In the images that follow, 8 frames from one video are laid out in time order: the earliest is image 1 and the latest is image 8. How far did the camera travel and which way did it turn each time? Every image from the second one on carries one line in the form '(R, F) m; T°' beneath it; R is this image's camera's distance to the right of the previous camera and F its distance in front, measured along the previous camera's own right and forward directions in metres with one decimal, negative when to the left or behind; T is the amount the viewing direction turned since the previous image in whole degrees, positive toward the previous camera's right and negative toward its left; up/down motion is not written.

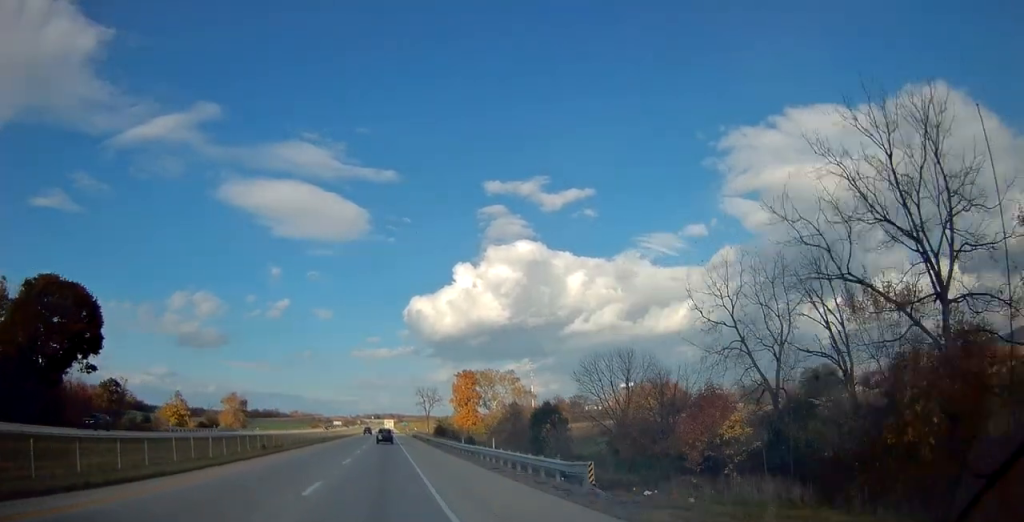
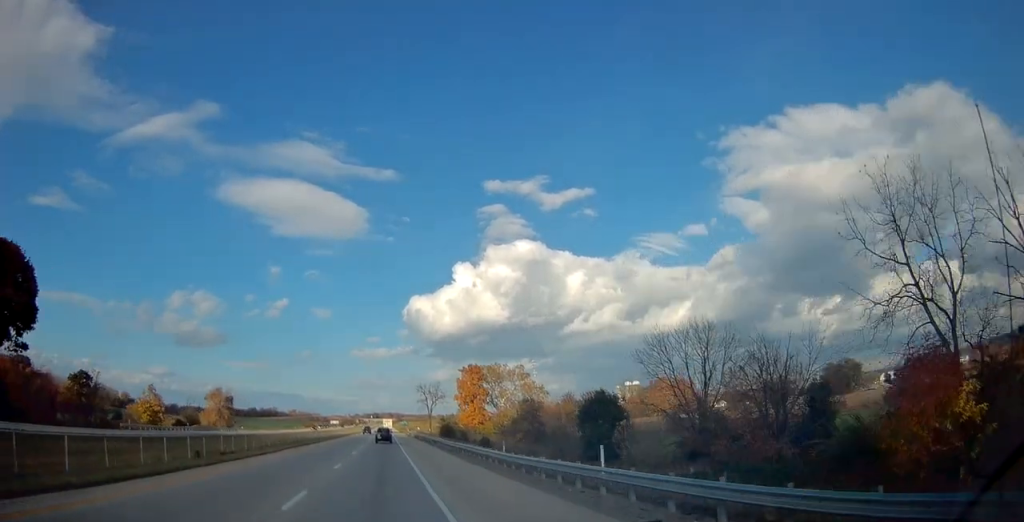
(0.0, +16.1) m; 0°
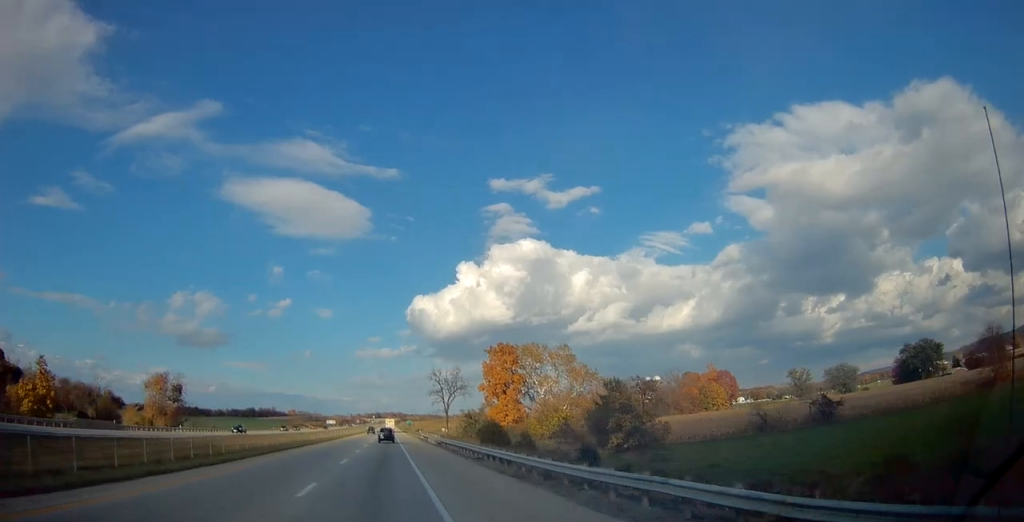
(-0.4, +45.5) m; 0°
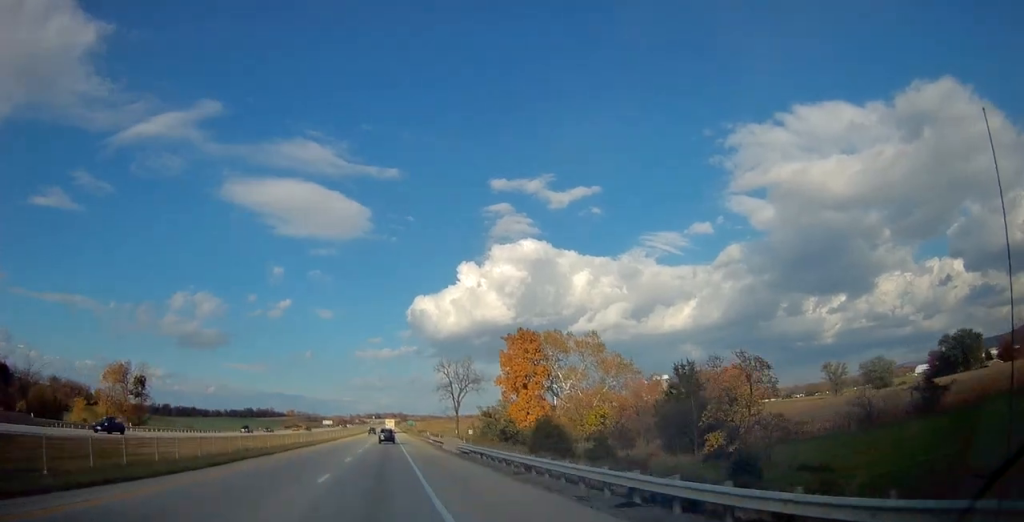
(+0.2, +20.5) m; 0°
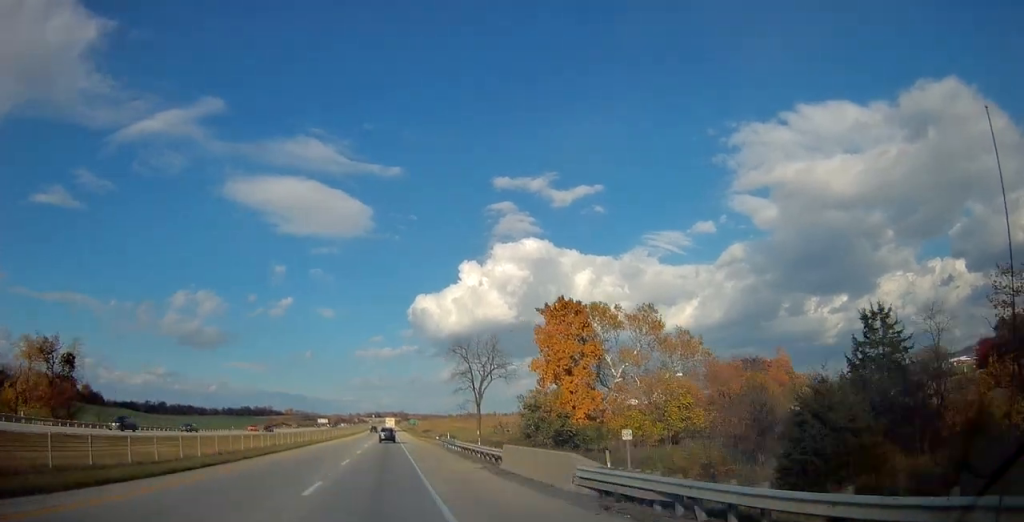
(+0.1, +27.7) m; -1°
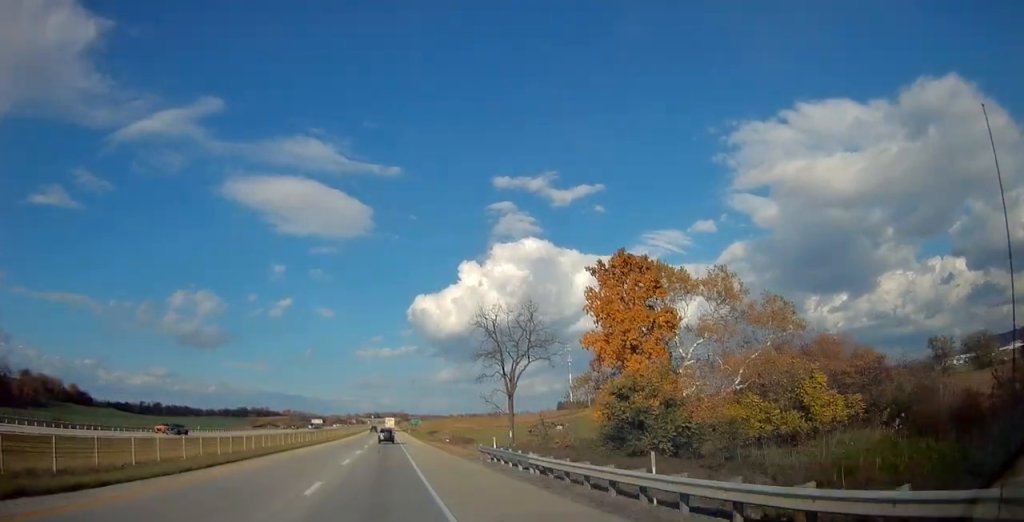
(-0.3, +24.2) m; 0°
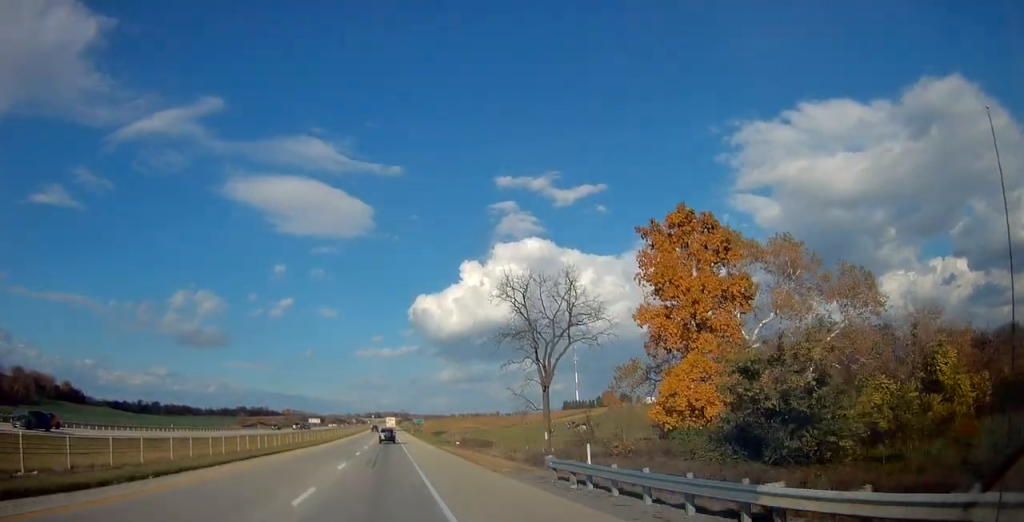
(0.0, +14.4) m; 0°
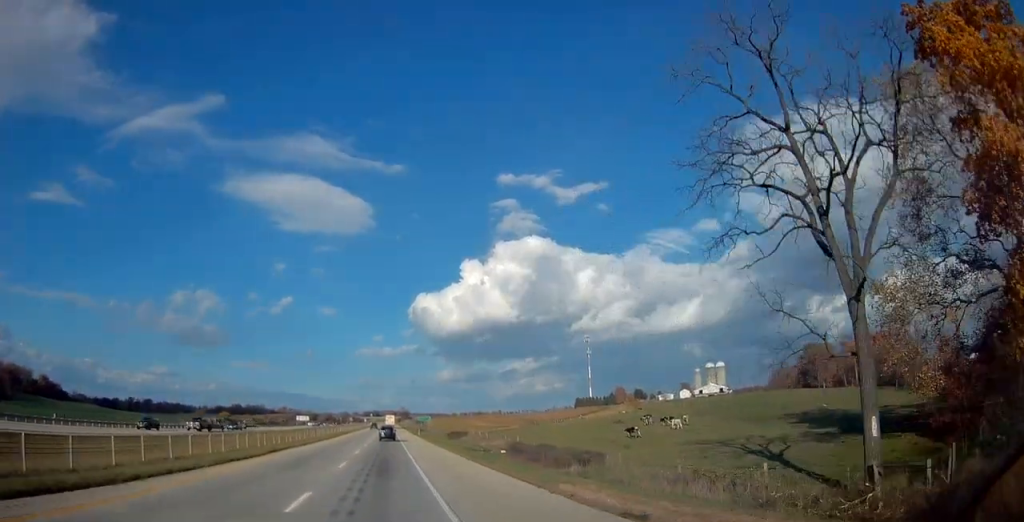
(+0.3, +37.1) m; 0°
